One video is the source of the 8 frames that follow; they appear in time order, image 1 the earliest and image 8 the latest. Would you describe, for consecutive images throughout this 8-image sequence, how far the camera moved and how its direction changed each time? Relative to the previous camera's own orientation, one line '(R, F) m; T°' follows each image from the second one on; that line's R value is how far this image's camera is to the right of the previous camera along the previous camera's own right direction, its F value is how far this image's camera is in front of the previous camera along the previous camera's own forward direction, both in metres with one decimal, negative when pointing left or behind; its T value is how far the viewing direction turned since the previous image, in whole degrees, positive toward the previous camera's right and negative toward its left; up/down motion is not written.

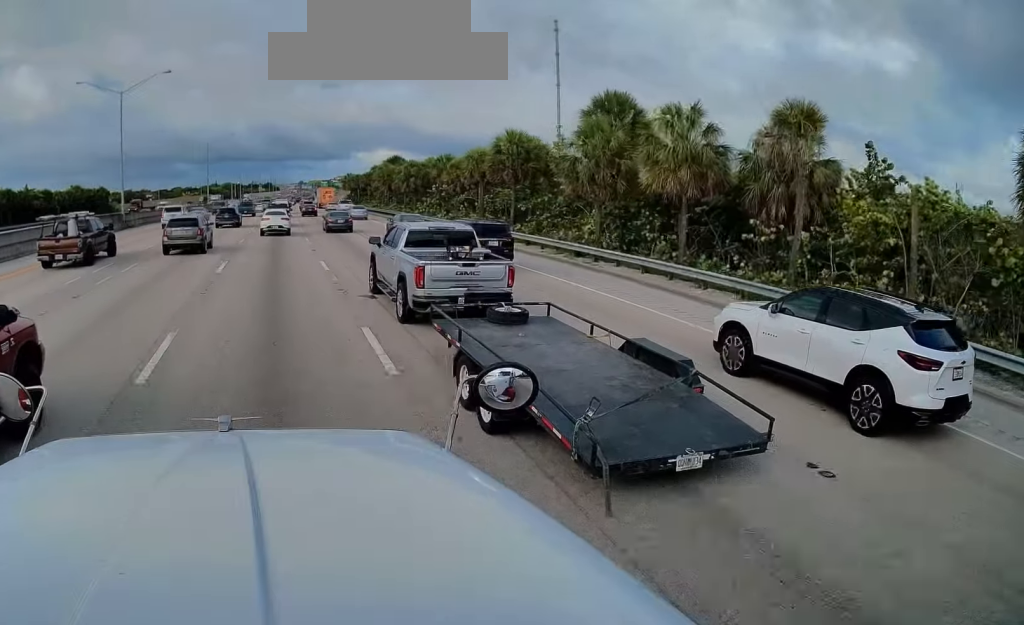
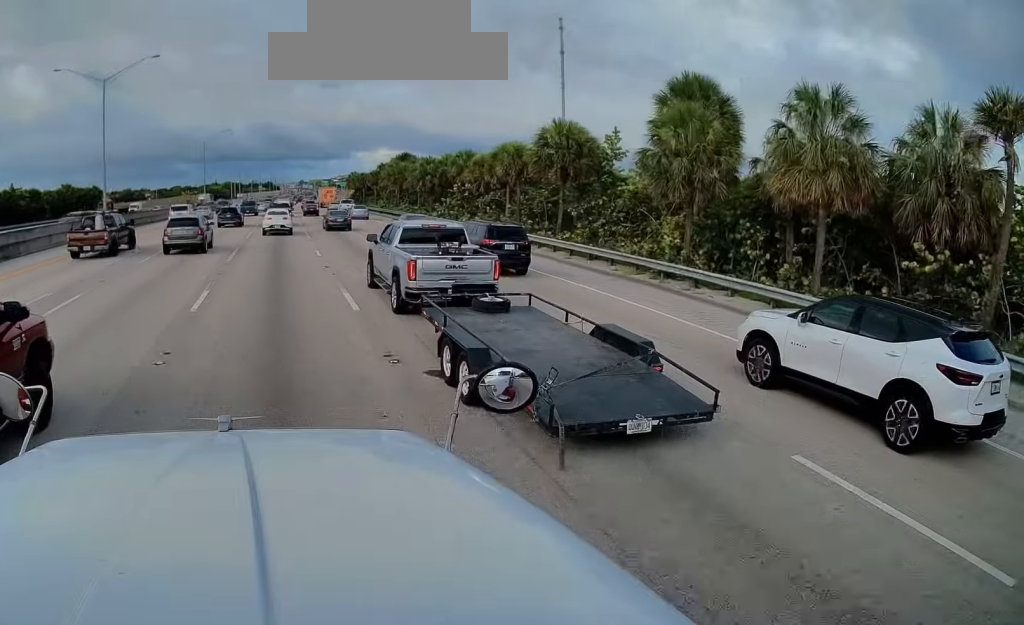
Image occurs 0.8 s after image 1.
(+0.2, +6.8) m; 0°
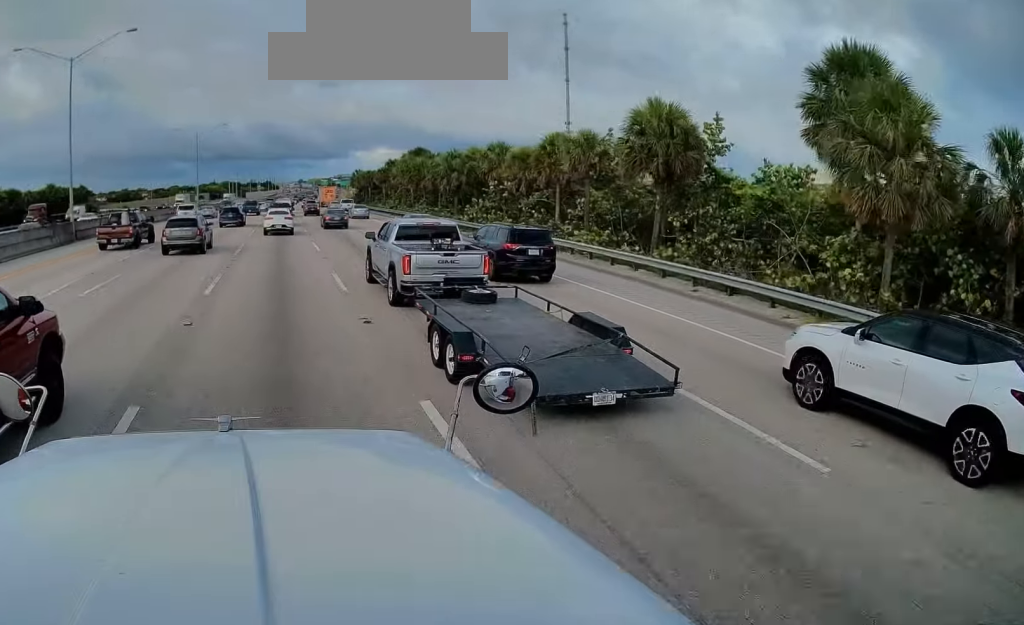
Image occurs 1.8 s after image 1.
(-0.3, +8.8) m; -1°
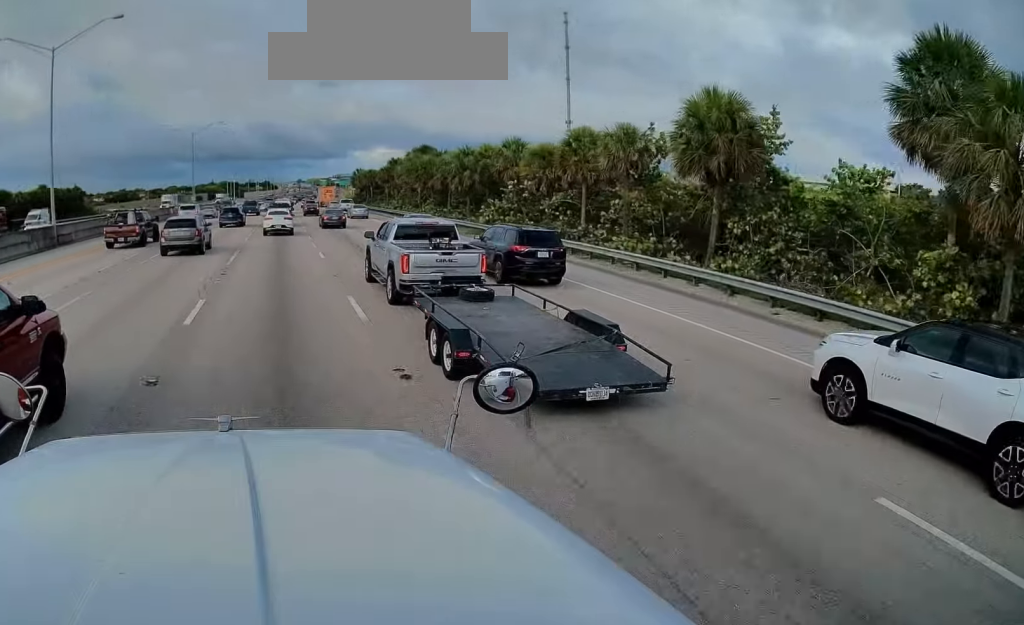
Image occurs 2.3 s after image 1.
(+0.1, +3.6) m; 0°
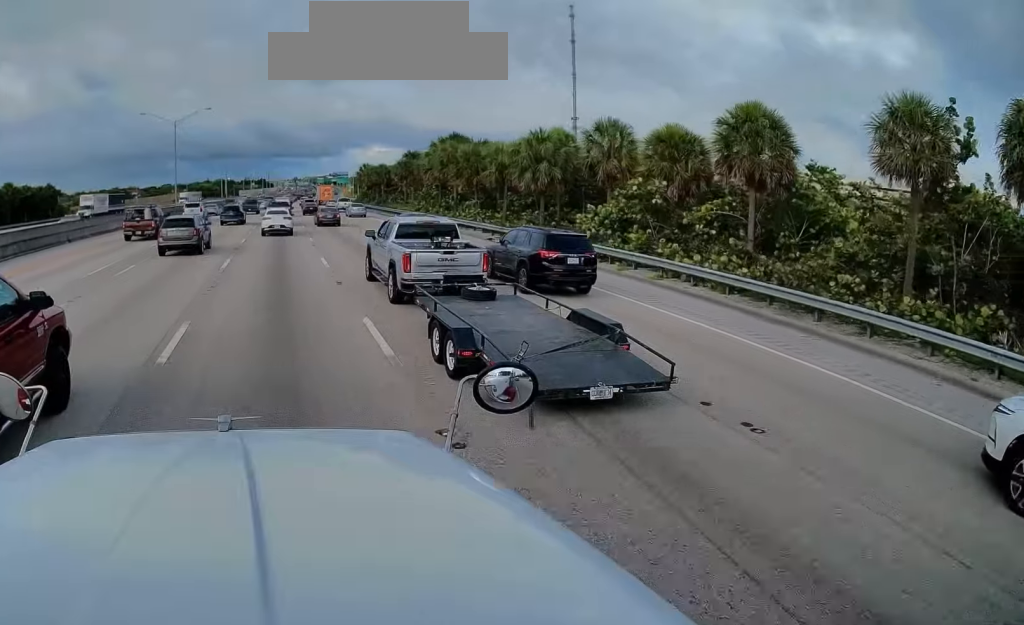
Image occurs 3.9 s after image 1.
(0.0, +12.8) m; 0°
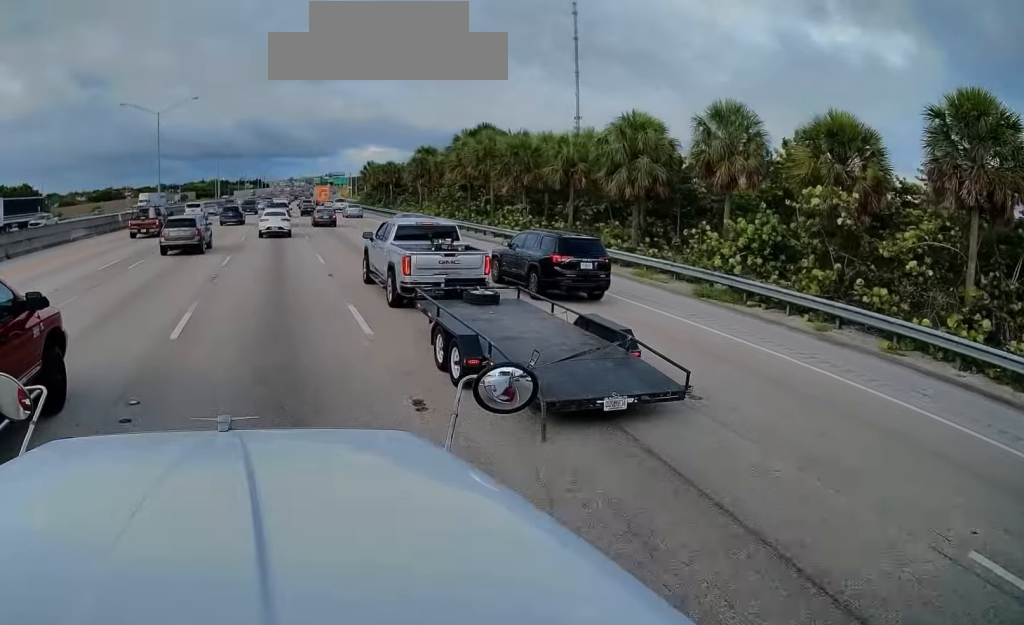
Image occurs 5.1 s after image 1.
(+0.1, +8.8) m; +2°
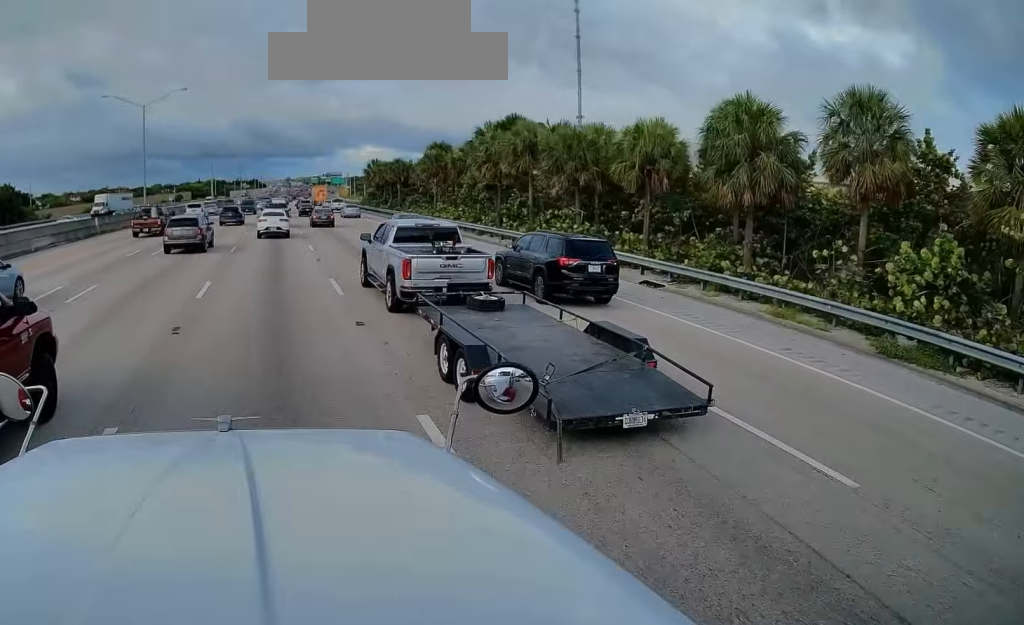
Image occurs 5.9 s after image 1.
(+0.1, +6.7) m; 0°
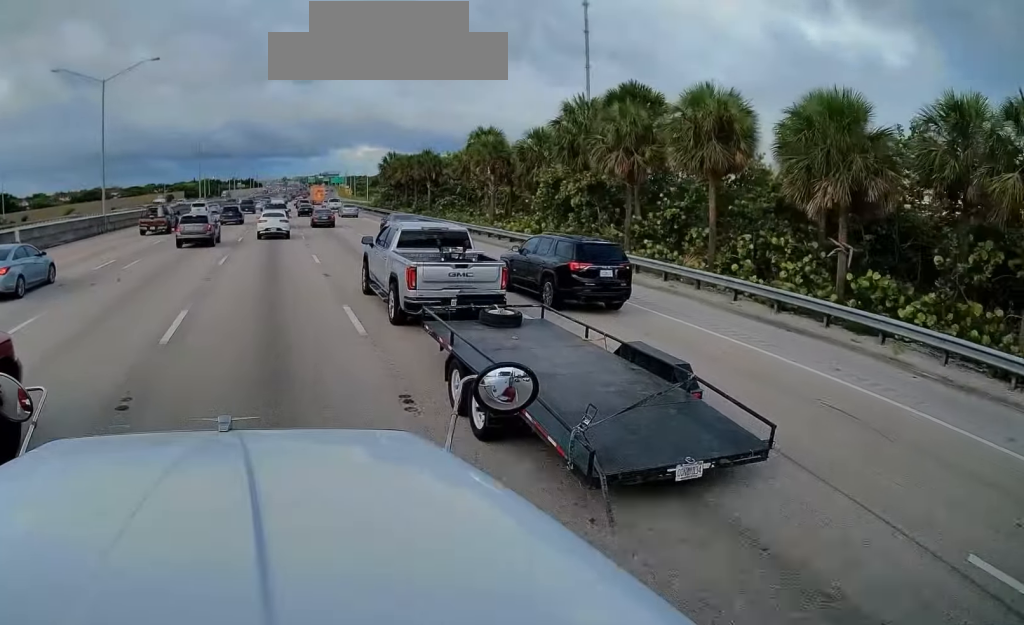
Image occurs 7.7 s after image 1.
(-0.5, +16.1) m; 0°
